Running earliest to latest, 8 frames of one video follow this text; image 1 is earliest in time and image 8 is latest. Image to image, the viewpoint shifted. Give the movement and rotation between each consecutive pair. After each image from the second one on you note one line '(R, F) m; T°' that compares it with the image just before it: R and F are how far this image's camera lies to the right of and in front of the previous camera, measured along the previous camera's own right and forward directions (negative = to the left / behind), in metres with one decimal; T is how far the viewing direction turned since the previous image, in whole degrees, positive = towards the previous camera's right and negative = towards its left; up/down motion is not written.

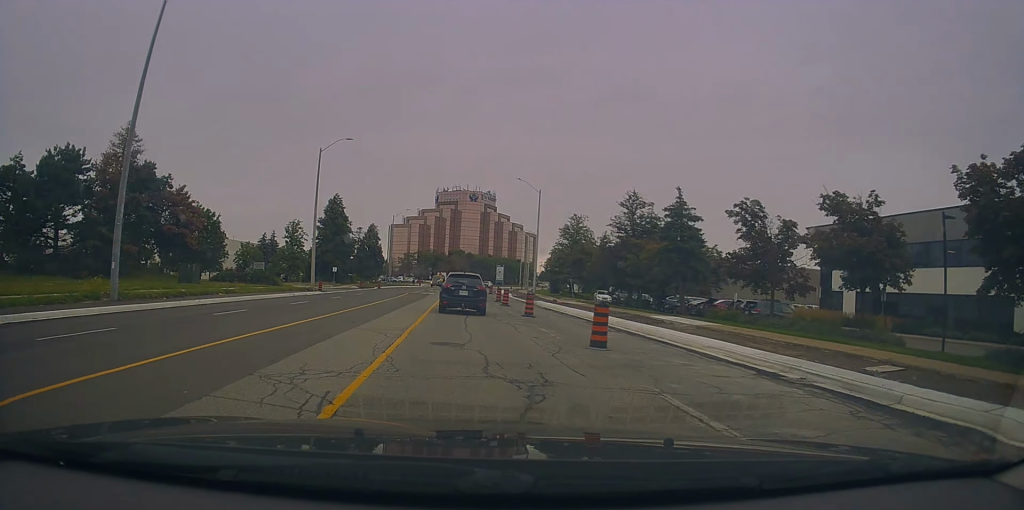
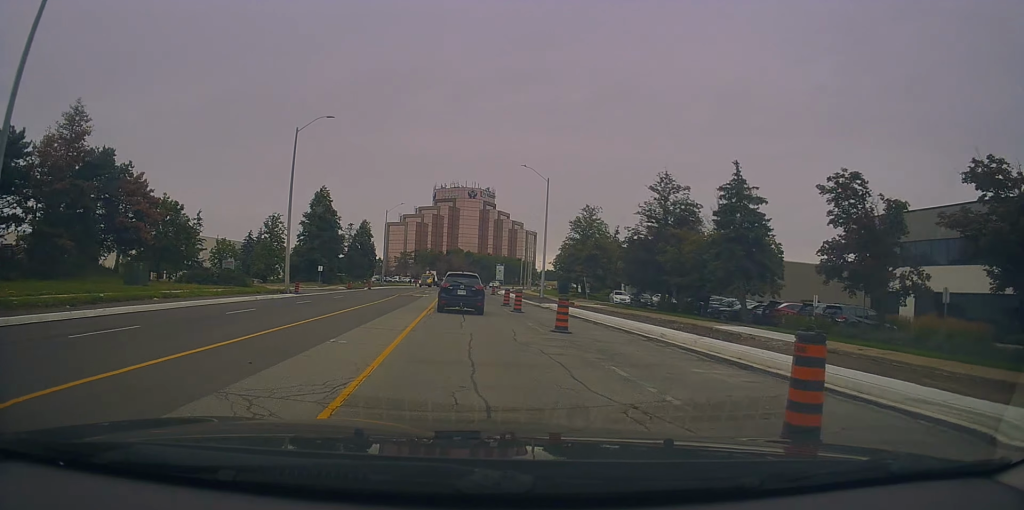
(0.0, +7.9) m; 0°
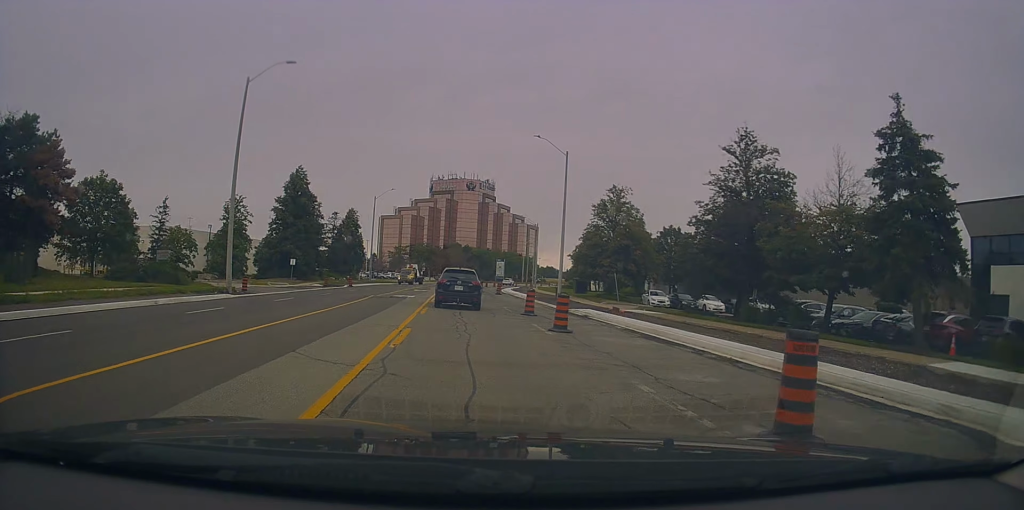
(0.0, +11.9) m; 0°
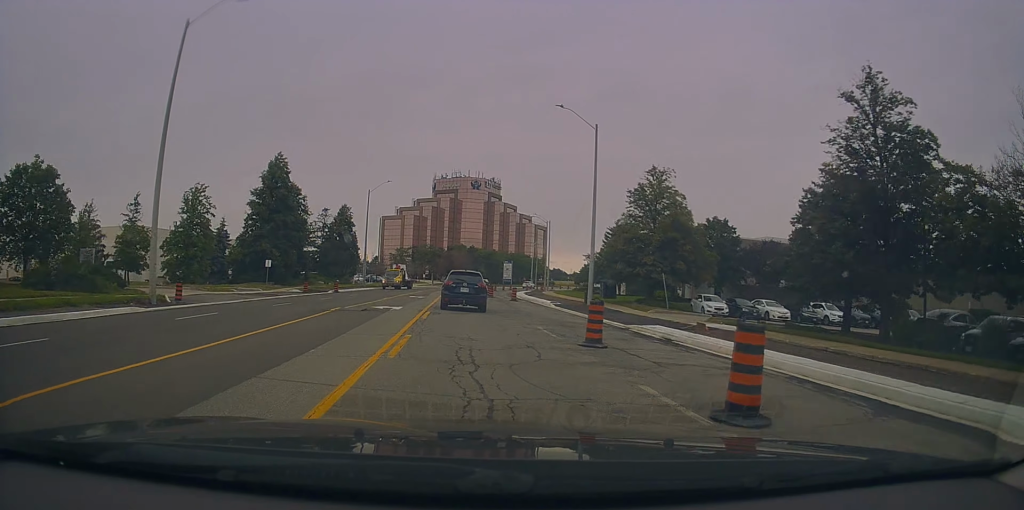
(0.0, +9.9) m; 0°
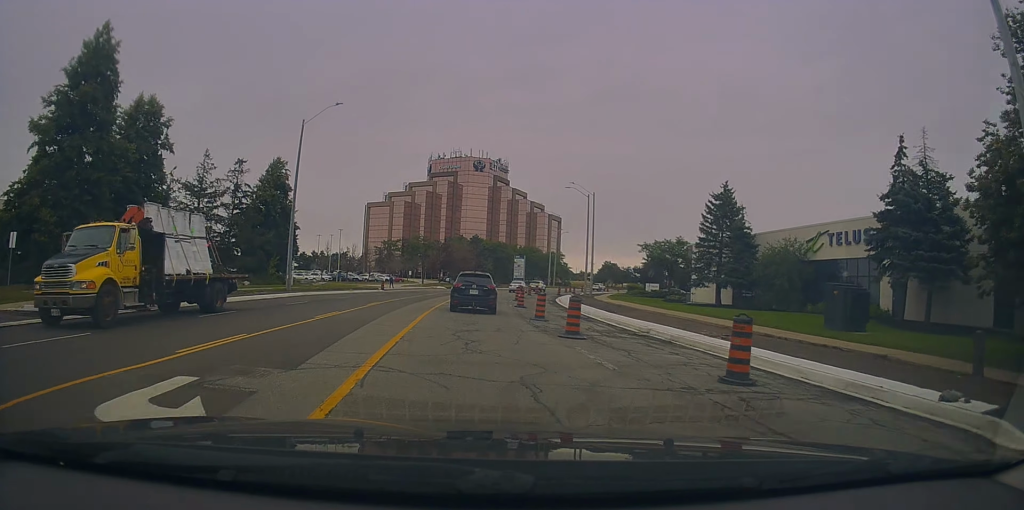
(-0.2, +34.6) m; -1°
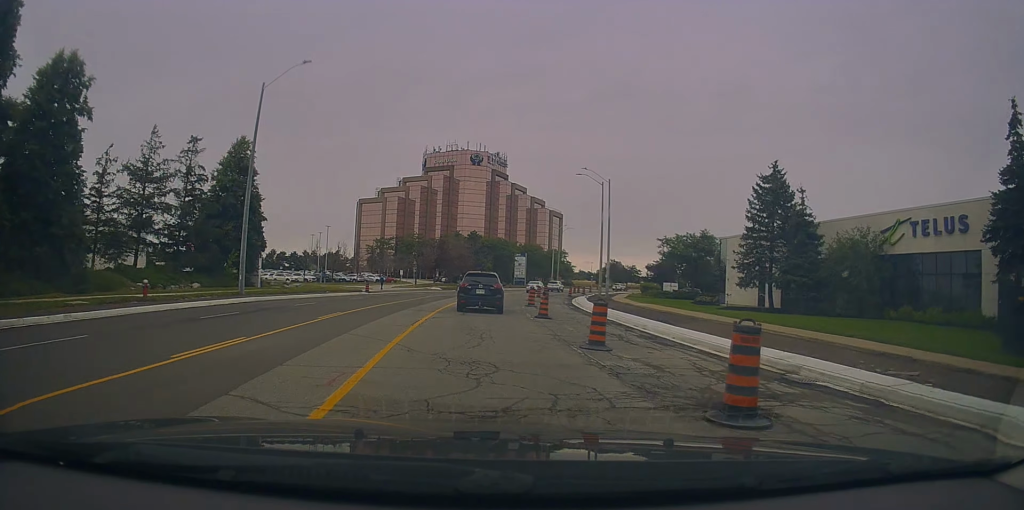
(-0.2, +9.2) m; +2°
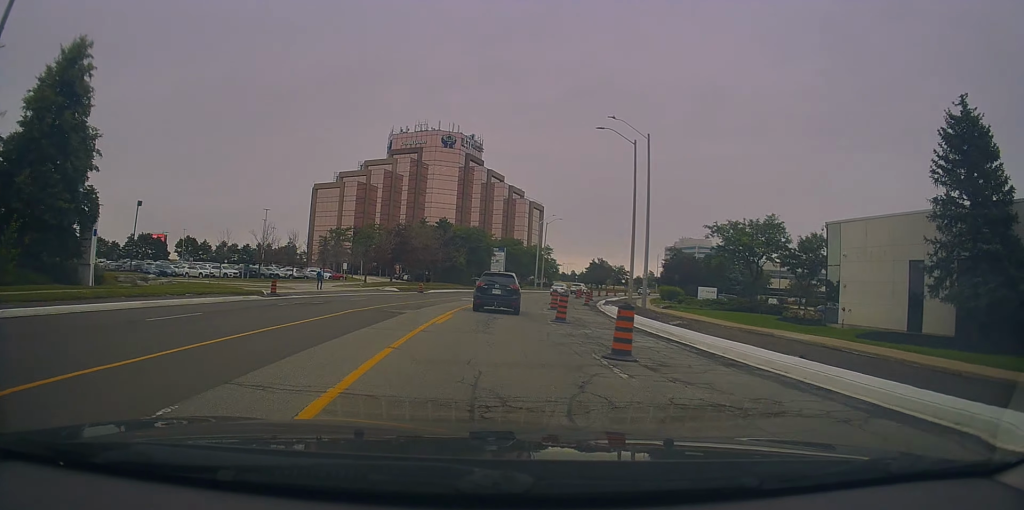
(+1.1, +21.3) m; +5°
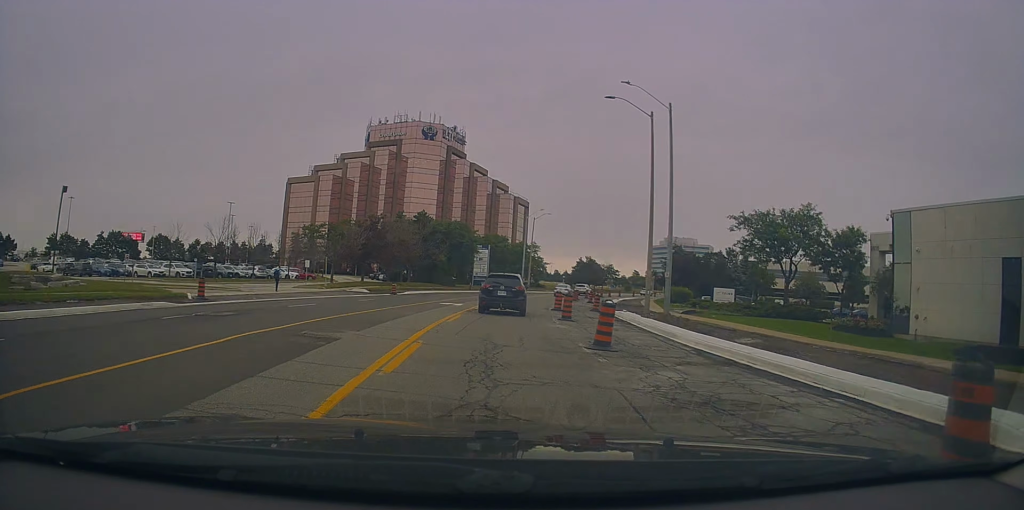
(0.0, +8.2) m; +1°
